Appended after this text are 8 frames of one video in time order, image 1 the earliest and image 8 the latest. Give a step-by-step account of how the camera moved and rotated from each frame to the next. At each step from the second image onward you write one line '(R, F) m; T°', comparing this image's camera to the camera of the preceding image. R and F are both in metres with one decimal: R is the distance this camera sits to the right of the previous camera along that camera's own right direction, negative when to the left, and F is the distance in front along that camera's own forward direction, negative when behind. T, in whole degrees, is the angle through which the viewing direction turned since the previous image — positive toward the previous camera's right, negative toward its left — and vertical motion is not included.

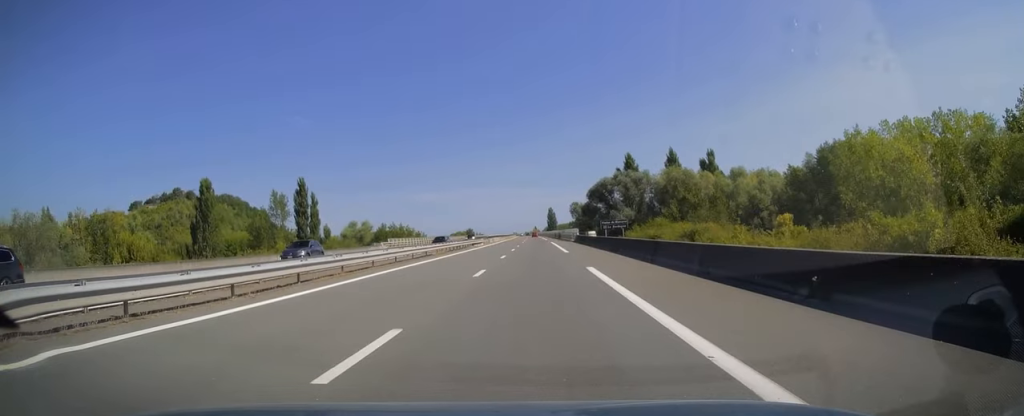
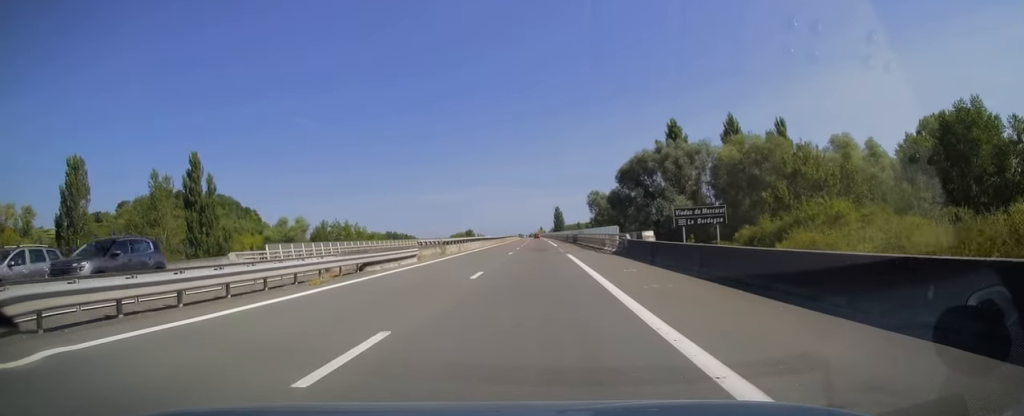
(-0.3, +40.2) m; -1°
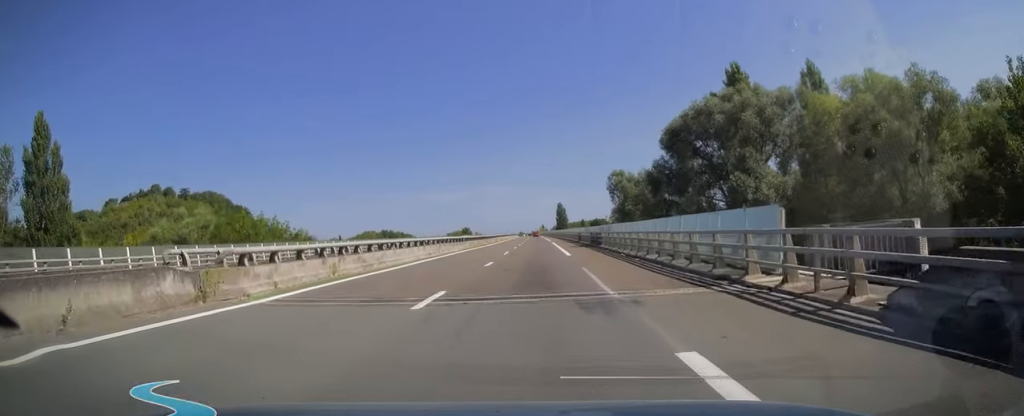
(0.0, +29.9) m; 0°
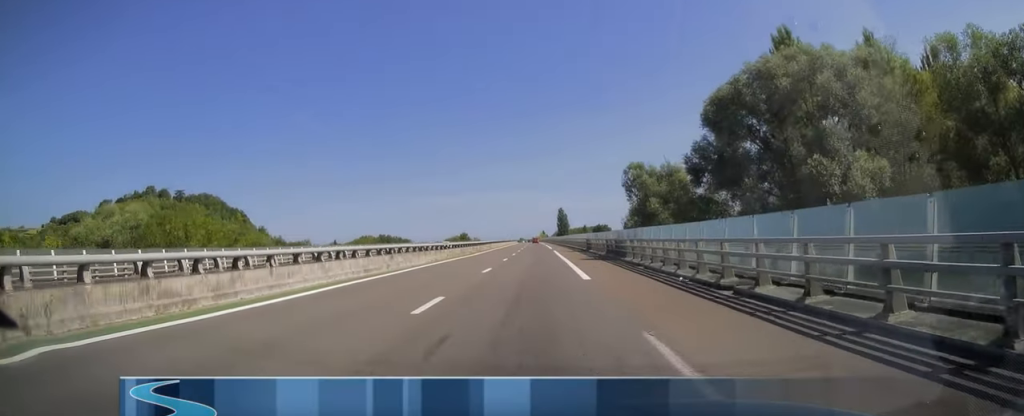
(0.0, +13.2) m; 0°
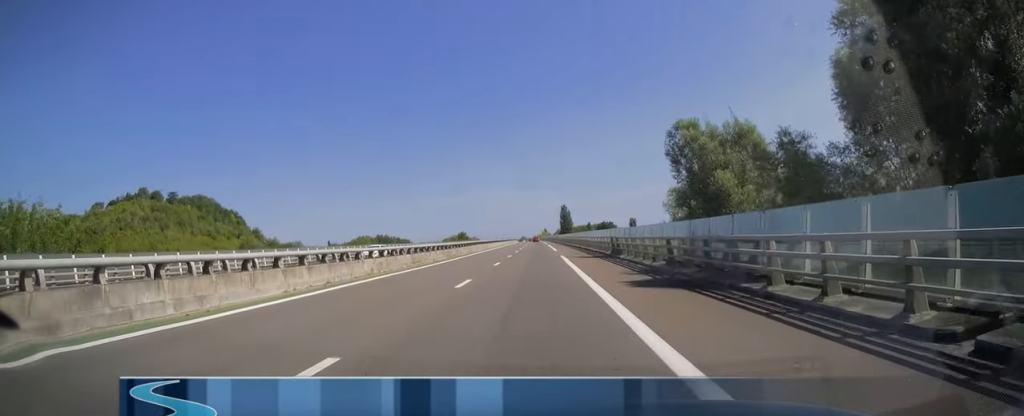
(0.0, +20.1) m; 0°
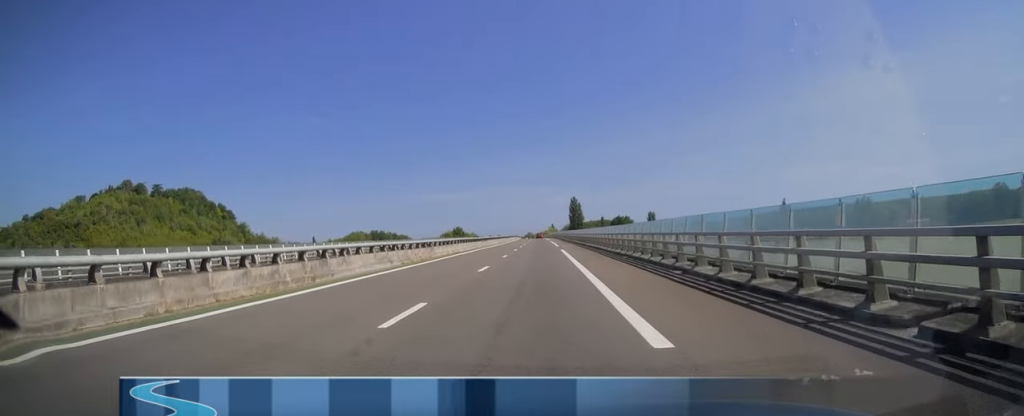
(0.0, +47.1) m; 0°
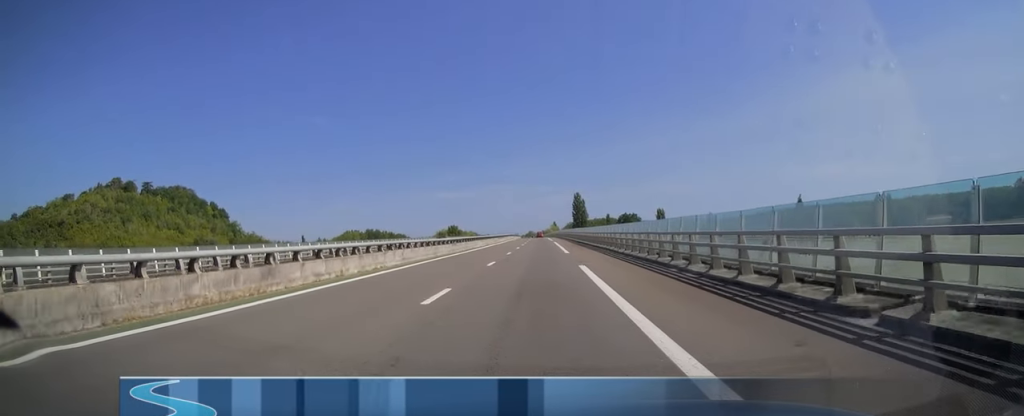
(0.0, +23.0) m; 0°
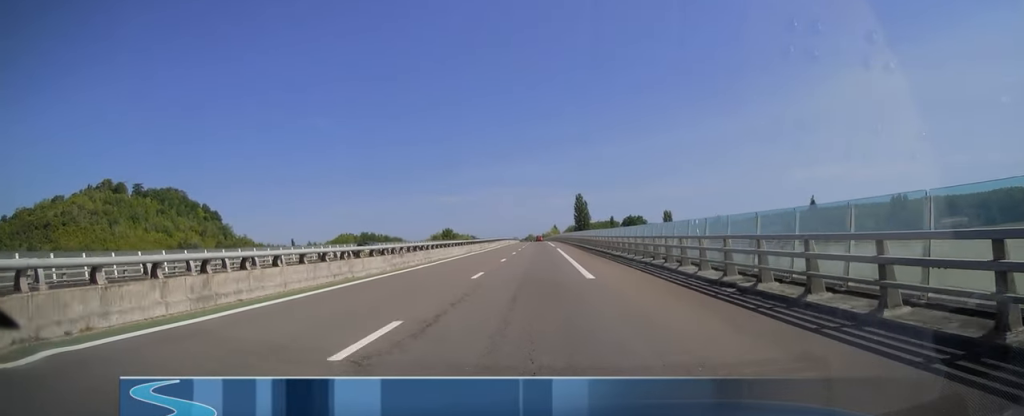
(0.0, +18.1) m; 0°
